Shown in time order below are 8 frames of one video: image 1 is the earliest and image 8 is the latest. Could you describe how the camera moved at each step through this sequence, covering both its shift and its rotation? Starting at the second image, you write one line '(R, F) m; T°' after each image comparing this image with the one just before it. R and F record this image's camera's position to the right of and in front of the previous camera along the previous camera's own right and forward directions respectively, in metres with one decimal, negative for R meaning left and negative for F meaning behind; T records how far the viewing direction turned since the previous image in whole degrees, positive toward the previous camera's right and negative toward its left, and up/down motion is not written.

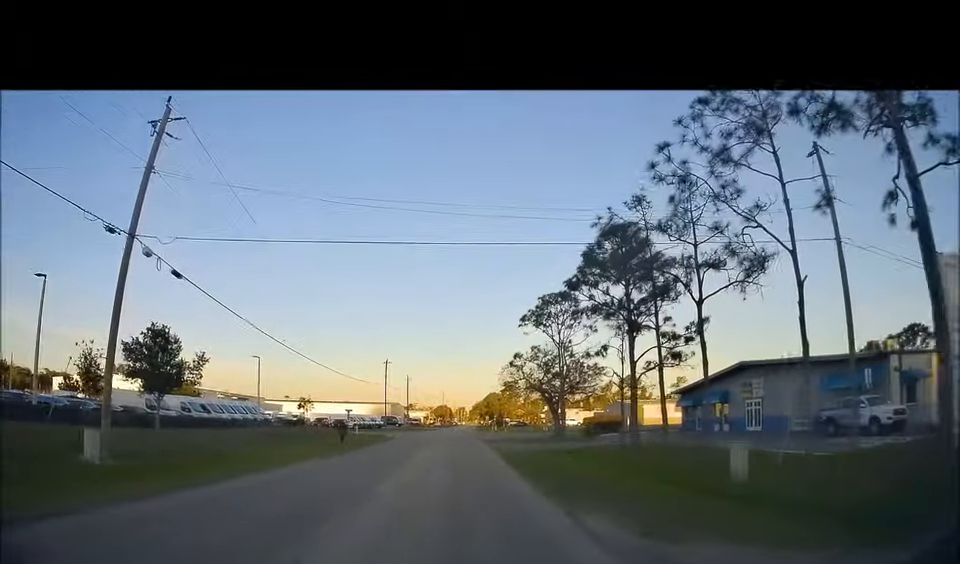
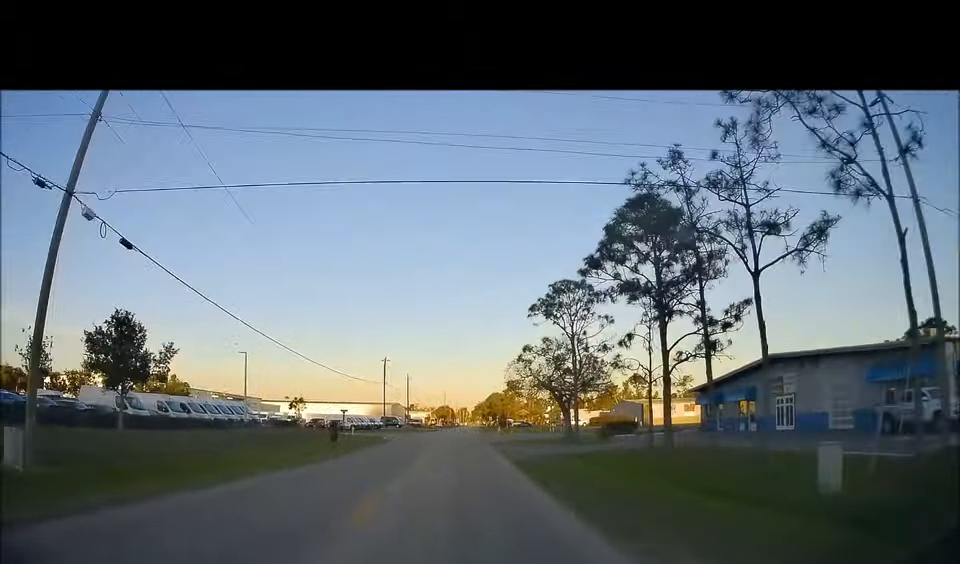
(+0.1, +4.0) m; +1°
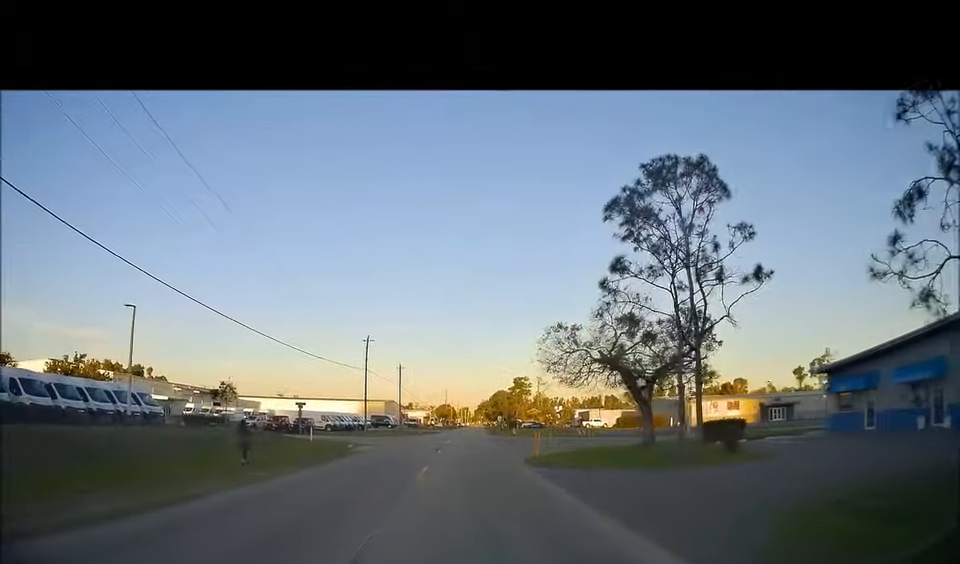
(-0.1, +18.9) m; 0°
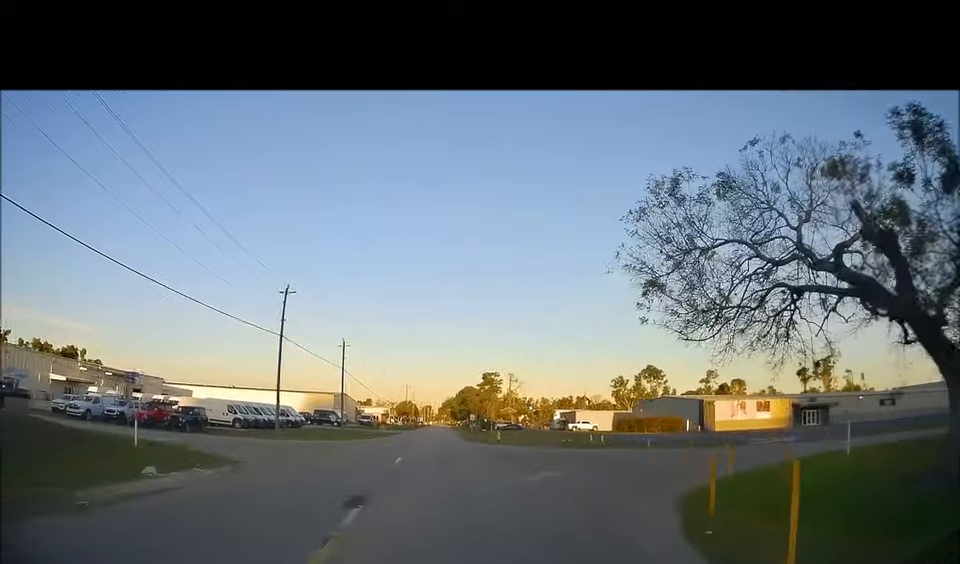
(+1.0, +20.5) m; +13°
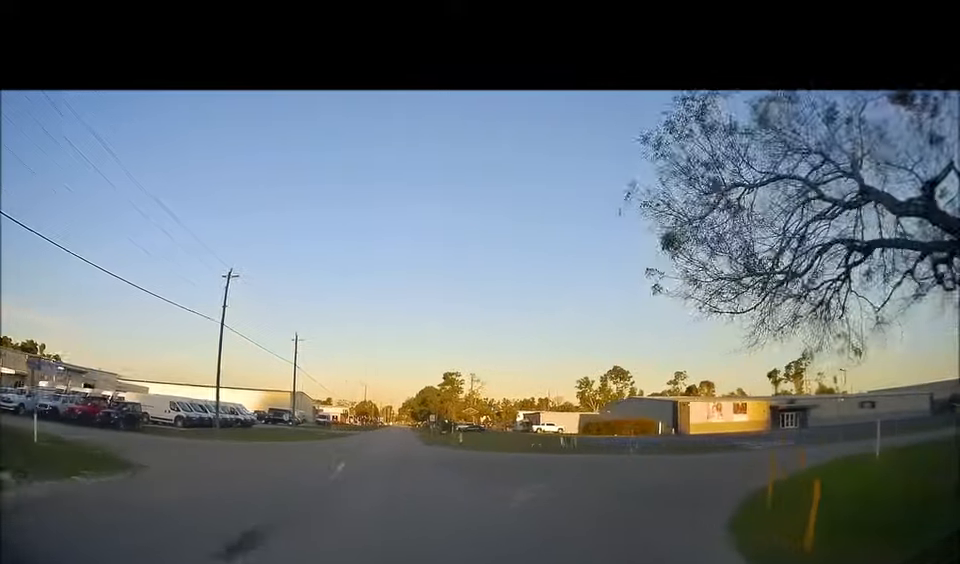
(+0.3, +3.7) m; +6°
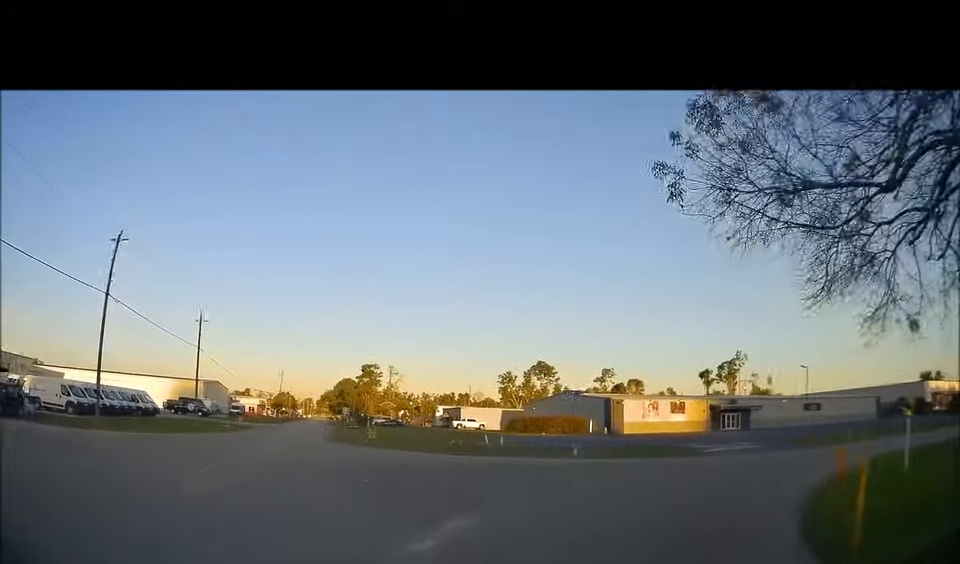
(+0.5, +6.1) m; +5°
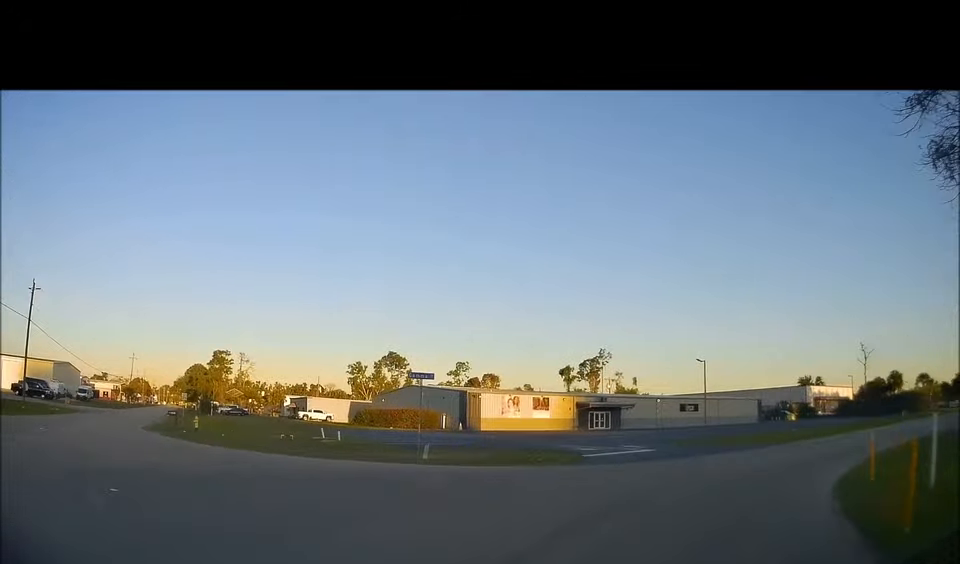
(+0.3, +8.3) m; +3°
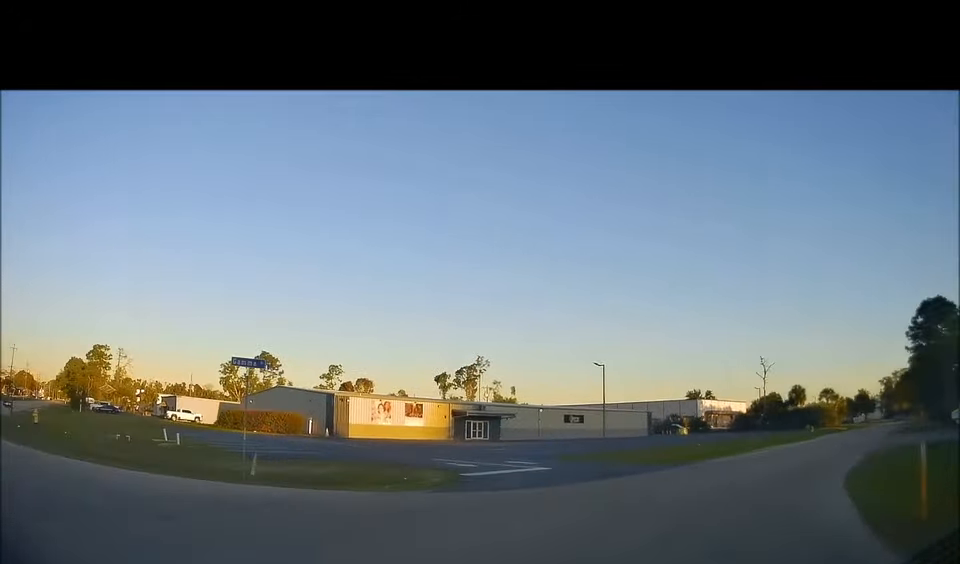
(0.0, +6.6) m; +3°
